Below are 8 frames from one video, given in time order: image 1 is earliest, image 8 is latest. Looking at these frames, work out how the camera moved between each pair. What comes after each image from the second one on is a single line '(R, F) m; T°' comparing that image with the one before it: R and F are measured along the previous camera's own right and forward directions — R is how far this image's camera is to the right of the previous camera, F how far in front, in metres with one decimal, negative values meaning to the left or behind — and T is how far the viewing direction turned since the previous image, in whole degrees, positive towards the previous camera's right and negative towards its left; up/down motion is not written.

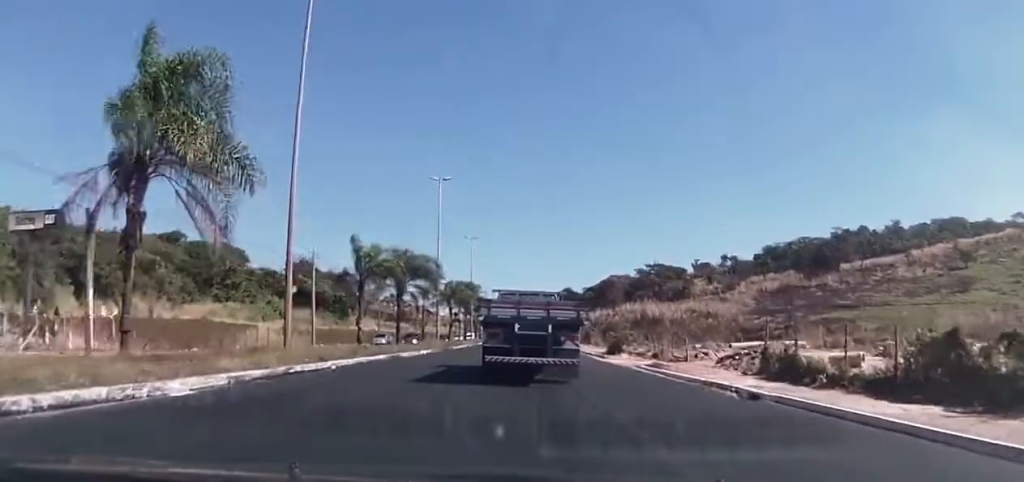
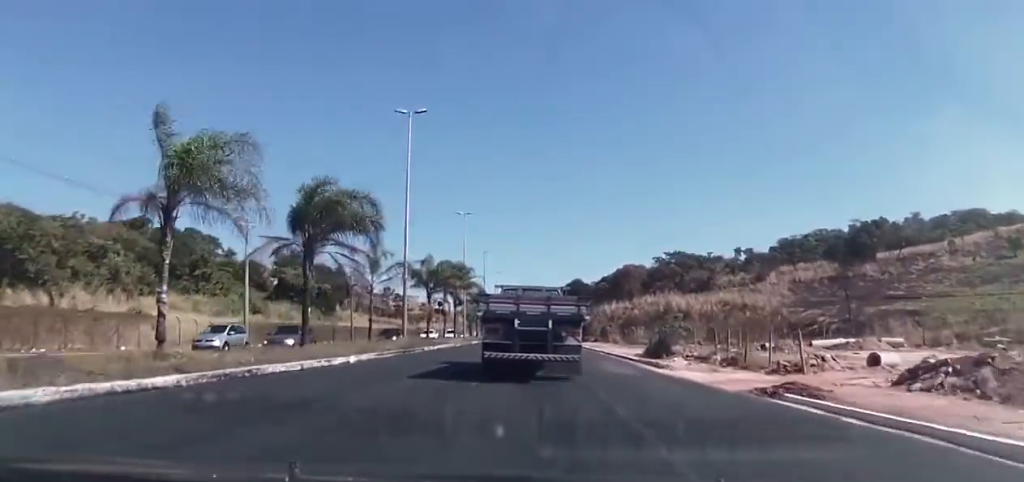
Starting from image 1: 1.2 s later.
(-0.3, +17.8) m; -1°
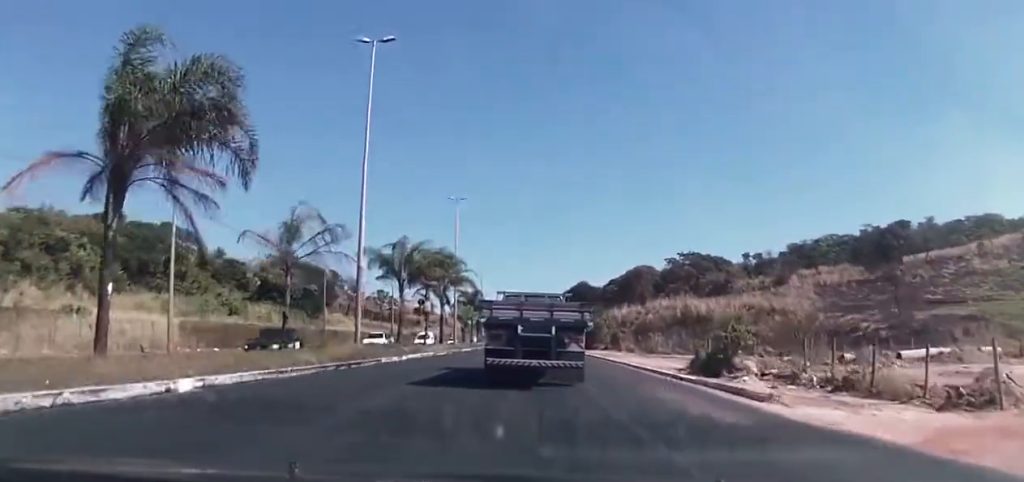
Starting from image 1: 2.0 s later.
(0.0, +11.5) m; 0°
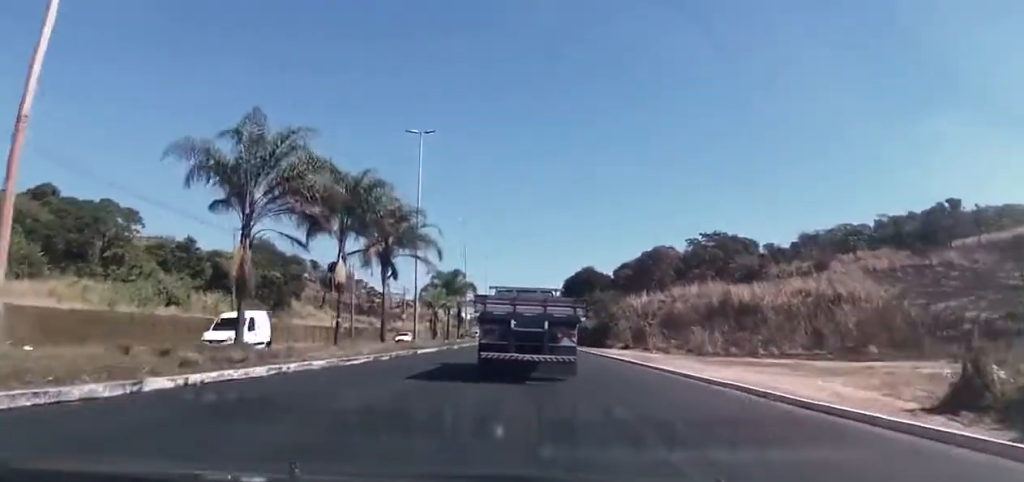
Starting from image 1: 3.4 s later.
(0.0, +19.1) m; 0°
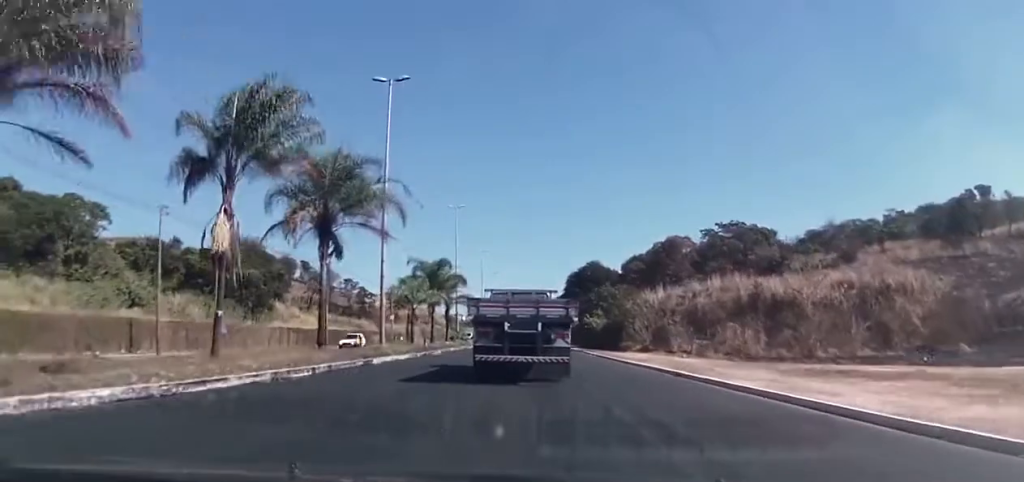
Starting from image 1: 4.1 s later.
(0.0, +8.8) m; 0°
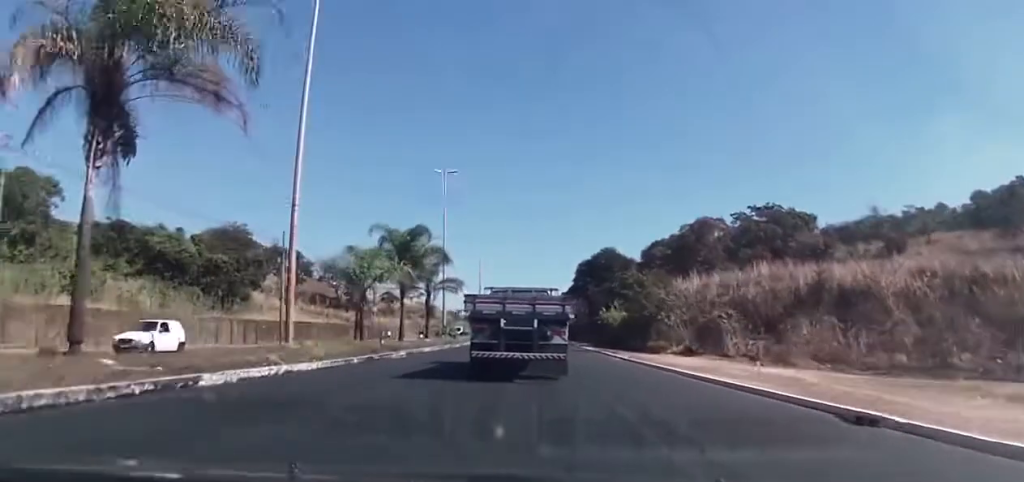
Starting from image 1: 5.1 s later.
(-0.1, +11.7) m; -1°
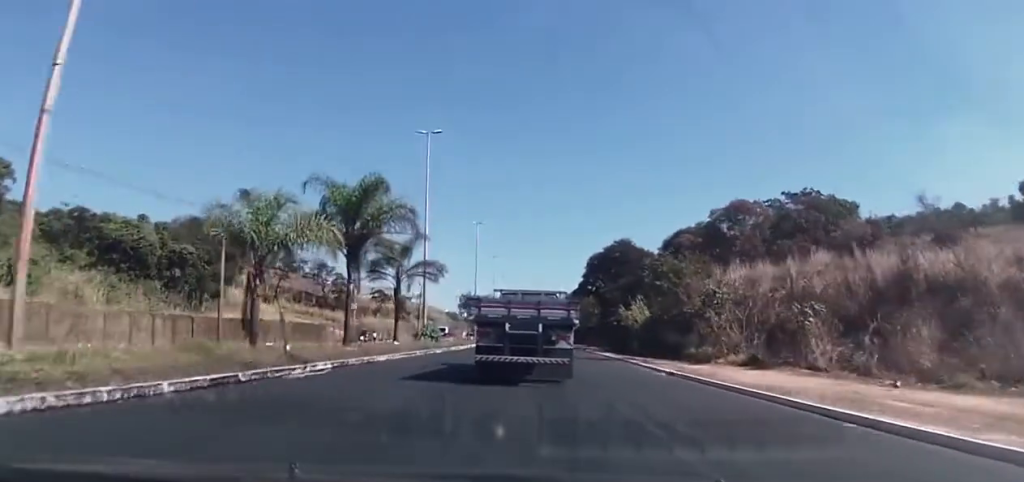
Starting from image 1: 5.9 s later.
(-0.1, +11.2) m; +1°
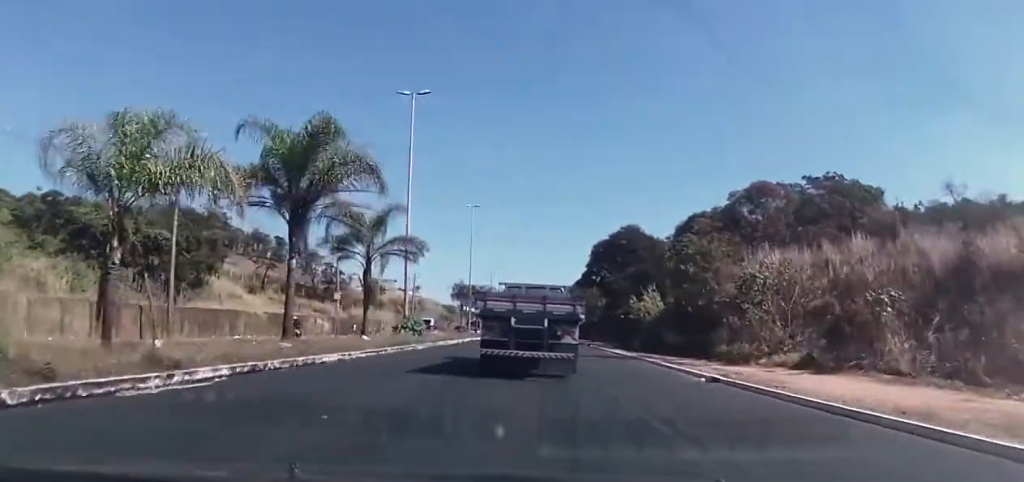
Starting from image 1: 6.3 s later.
(+0.1, +6.3) m; 0°
